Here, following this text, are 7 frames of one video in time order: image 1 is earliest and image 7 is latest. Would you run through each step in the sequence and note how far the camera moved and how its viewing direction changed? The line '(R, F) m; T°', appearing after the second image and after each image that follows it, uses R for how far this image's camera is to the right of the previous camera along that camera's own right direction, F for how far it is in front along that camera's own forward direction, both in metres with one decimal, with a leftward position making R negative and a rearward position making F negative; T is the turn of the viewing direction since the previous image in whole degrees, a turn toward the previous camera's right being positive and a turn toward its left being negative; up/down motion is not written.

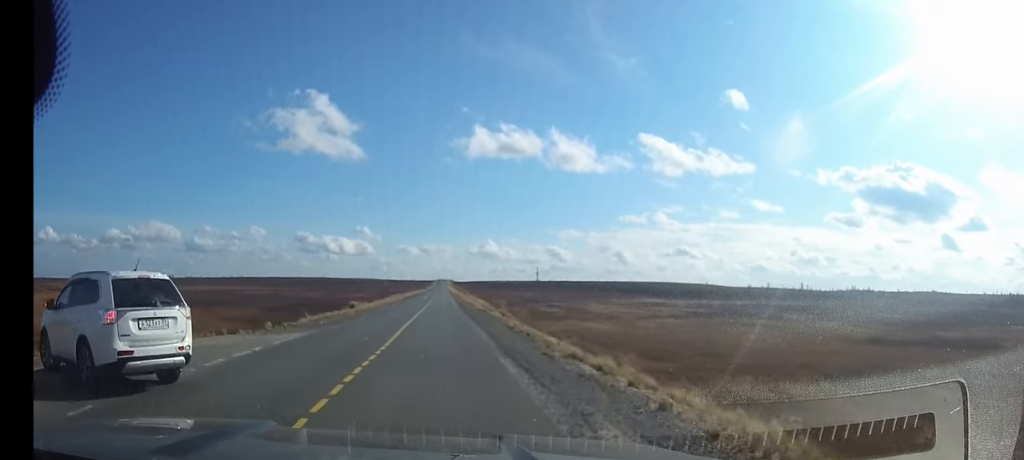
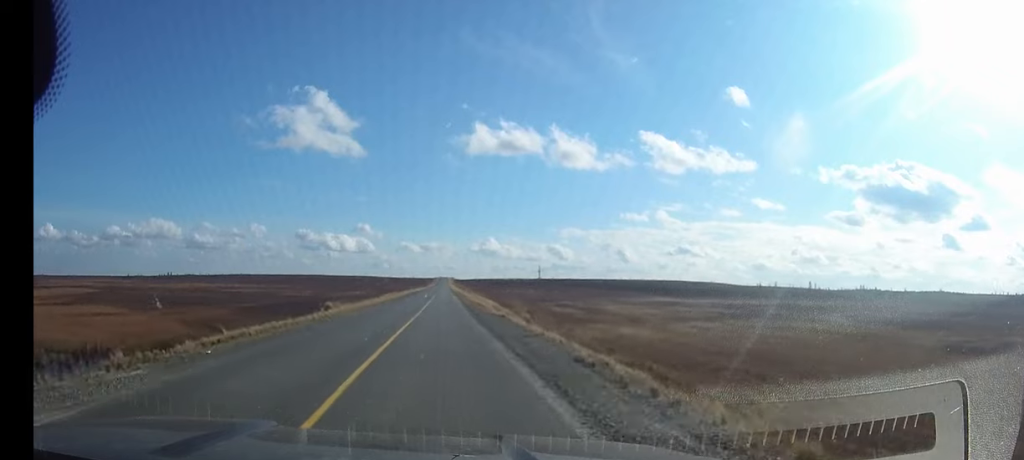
(0.0, +14.2) m; 0°
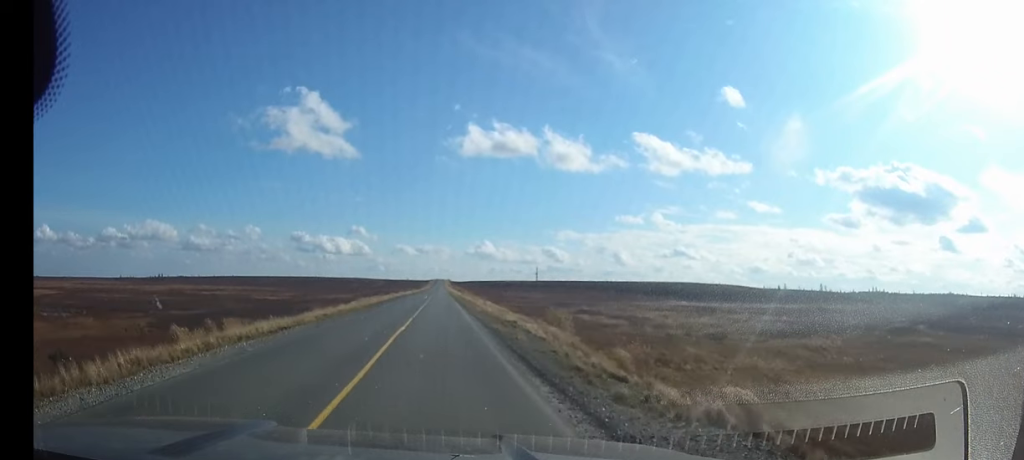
(0.0, +28.4) m; 0°
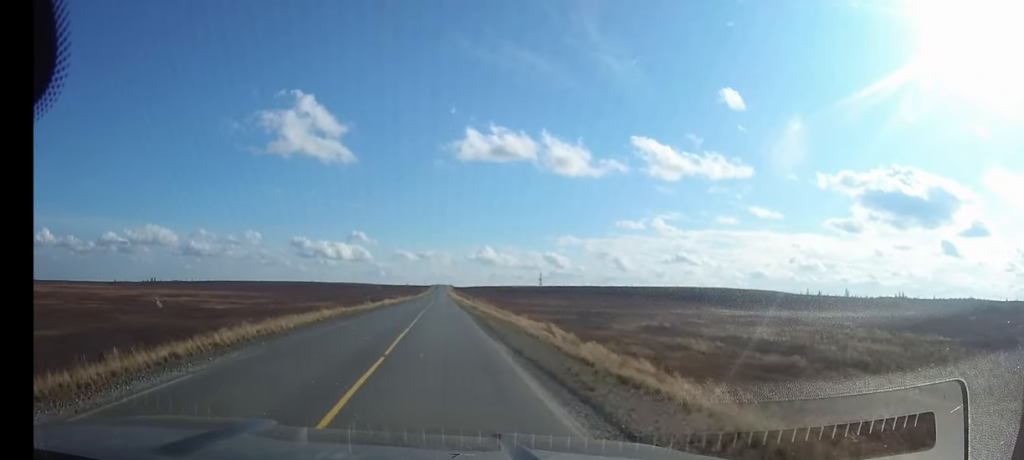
(0.0, +41.6) m; 0°
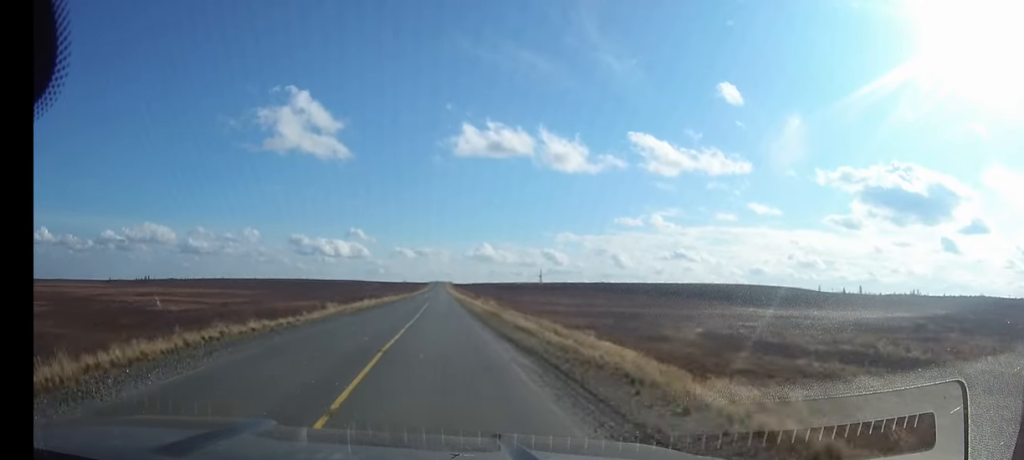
(0.0, +25.7) m; 0°
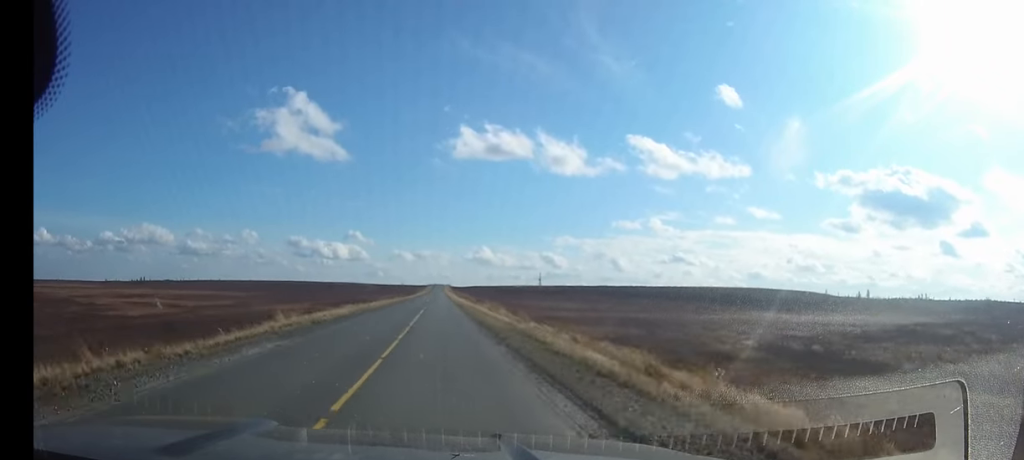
(0.0, +15.0) m; 0°
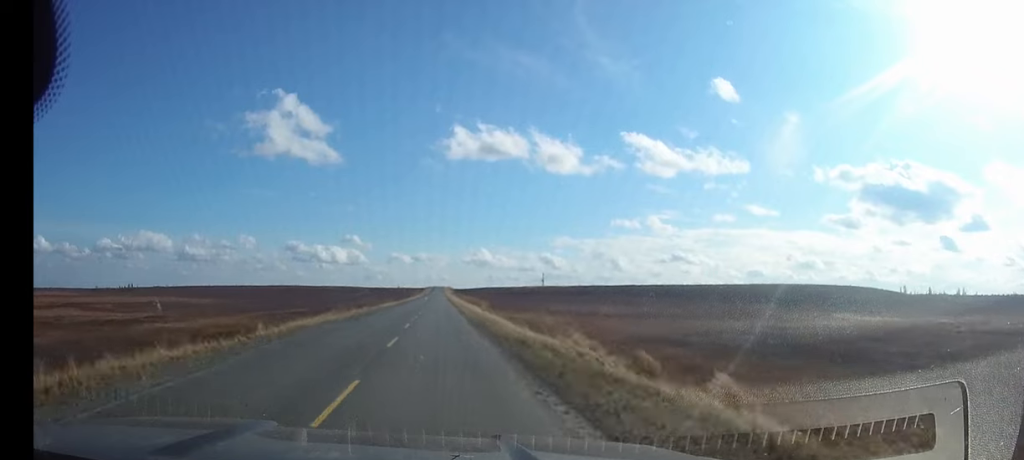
(0.0, +56.5) m; 0°
